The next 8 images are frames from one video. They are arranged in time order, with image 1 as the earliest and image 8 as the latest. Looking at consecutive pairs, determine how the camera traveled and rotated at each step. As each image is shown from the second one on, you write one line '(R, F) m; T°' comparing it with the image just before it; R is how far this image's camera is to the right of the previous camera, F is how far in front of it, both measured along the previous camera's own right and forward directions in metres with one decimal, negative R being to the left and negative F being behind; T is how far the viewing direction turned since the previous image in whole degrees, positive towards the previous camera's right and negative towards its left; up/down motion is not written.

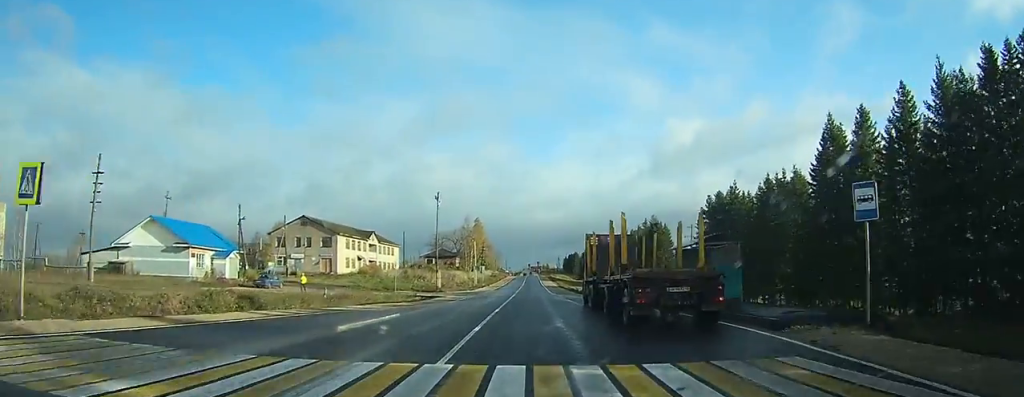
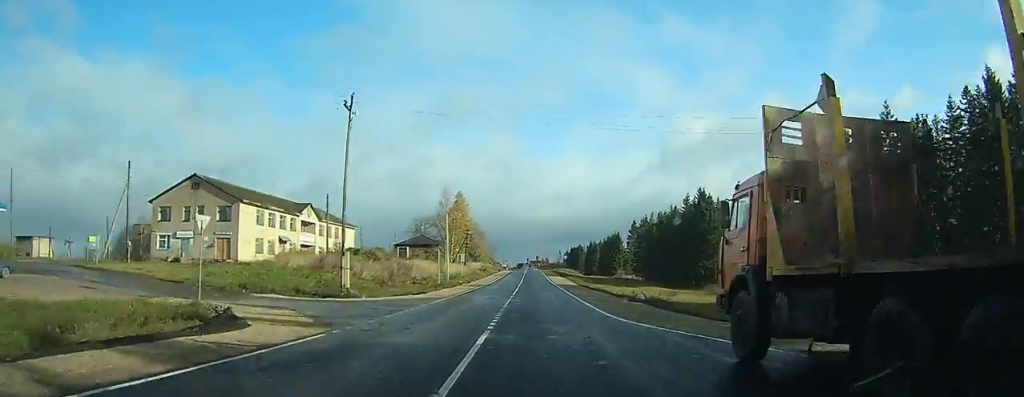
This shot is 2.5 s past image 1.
(+0.1, +34.9) m; +1°
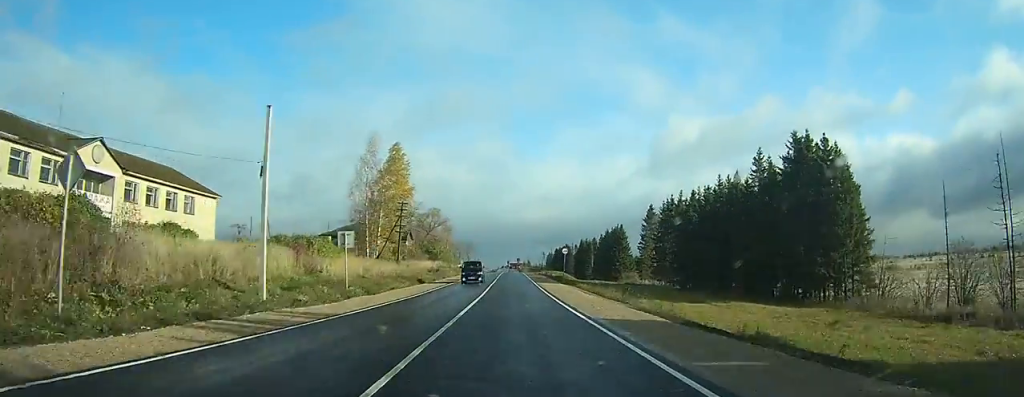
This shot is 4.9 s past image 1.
(+0.4, +38.6) m; +1°
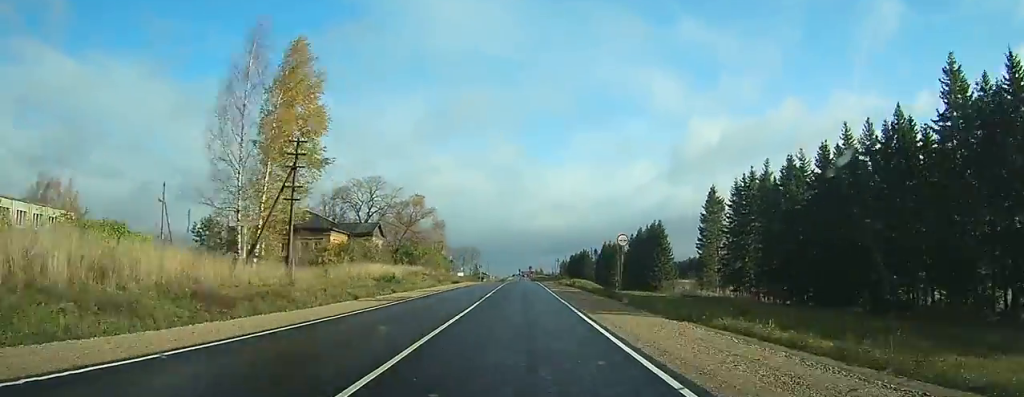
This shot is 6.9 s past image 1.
(0.0, +31.5) m; 0°
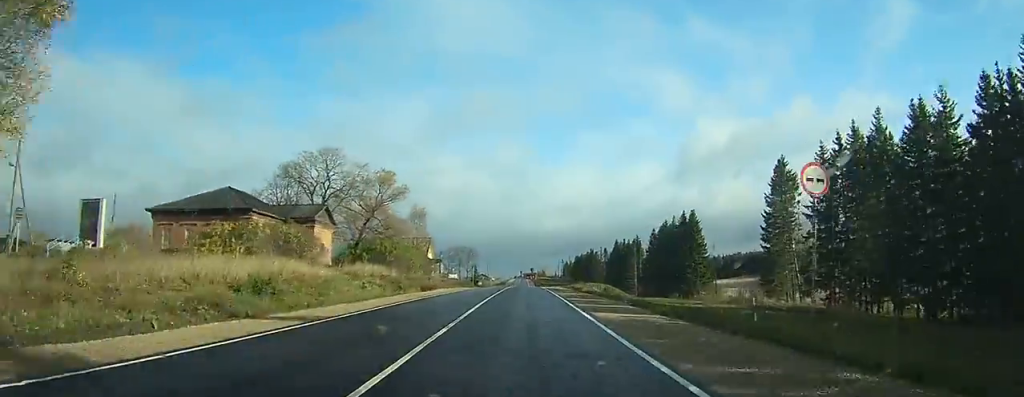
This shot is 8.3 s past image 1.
(-0.1, +22.9) m; 0°
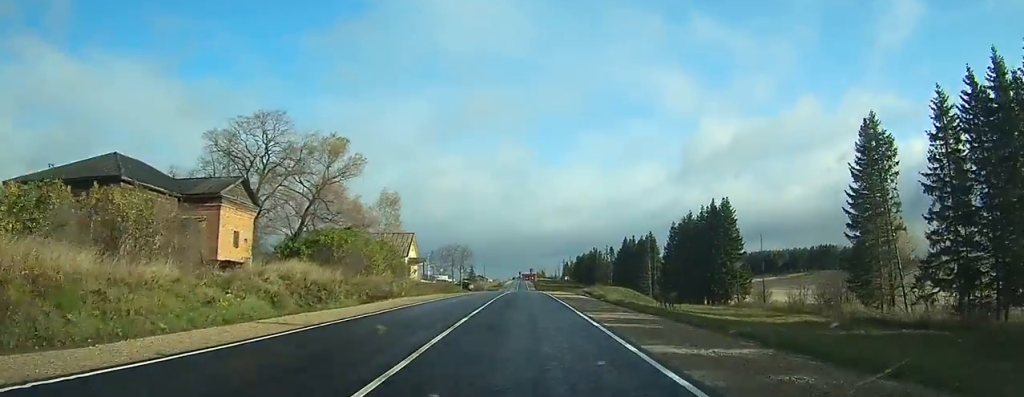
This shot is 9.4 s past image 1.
(-0.1, +18.5) m; 0°
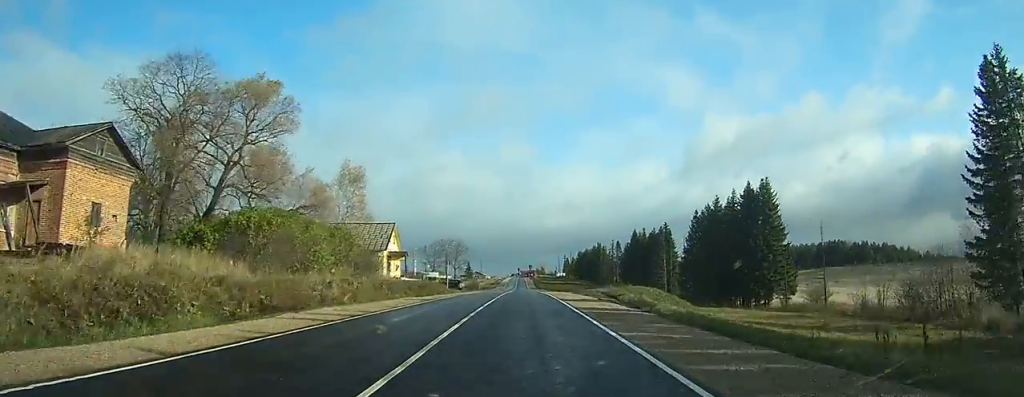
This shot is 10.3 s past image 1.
(+0.1, +15.1) m; 0°
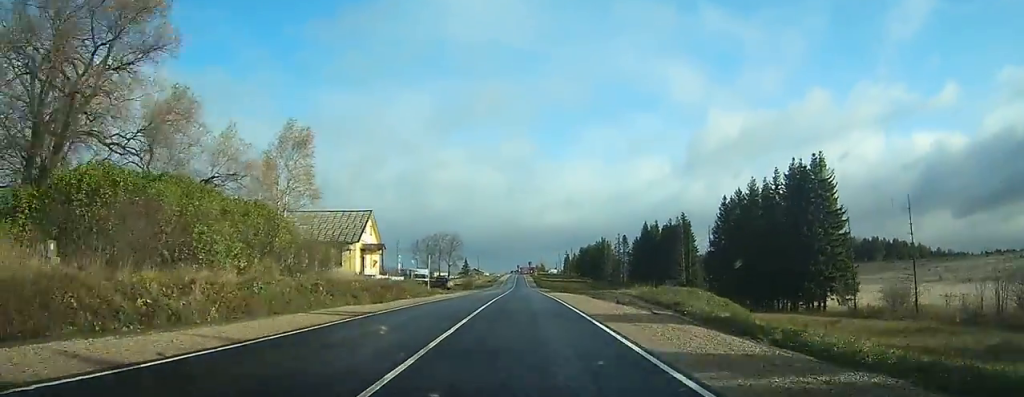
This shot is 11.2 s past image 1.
(0.0, +14.1) m; 0°
